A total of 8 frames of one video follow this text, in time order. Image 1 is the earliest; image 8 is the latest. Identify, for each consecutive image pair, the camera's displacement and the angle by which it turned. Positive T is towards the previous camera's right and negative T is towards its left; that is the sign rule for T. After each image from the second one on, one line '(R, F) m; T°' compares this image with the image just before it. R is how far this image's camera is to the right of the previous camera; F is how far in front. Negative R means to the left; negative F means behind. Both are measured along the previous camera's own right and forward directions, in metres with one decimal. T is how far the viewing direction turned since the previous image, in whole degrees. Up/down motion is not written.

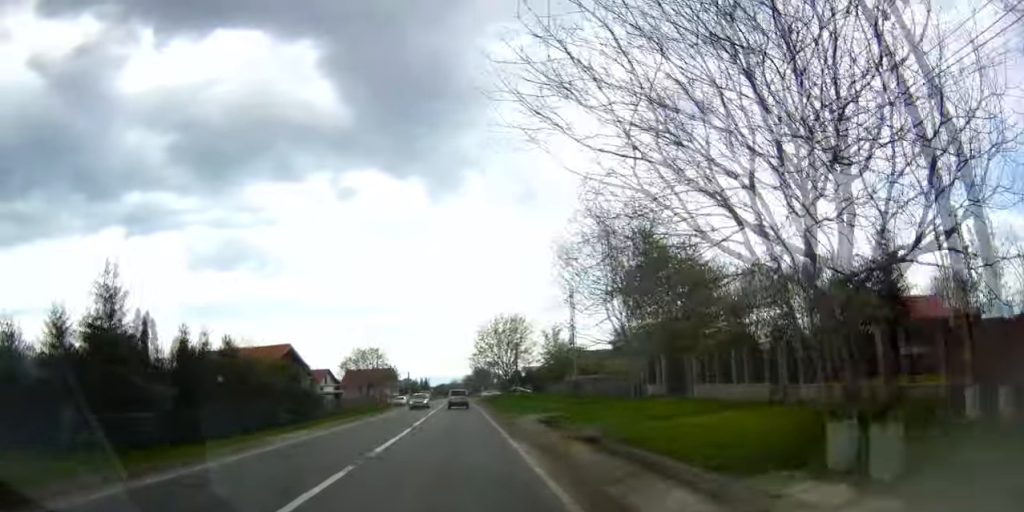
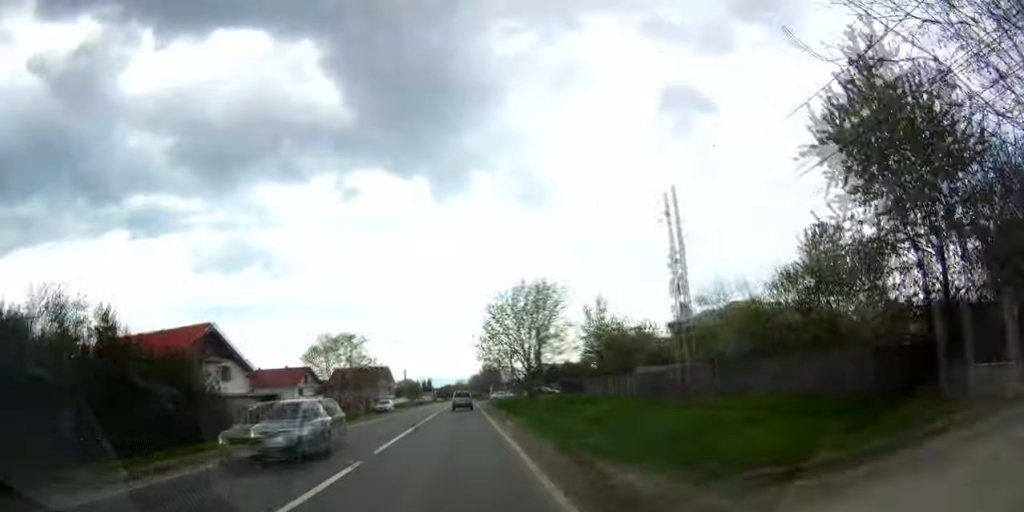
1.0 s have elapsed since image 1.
(-1.2, +22.2) m; -2°
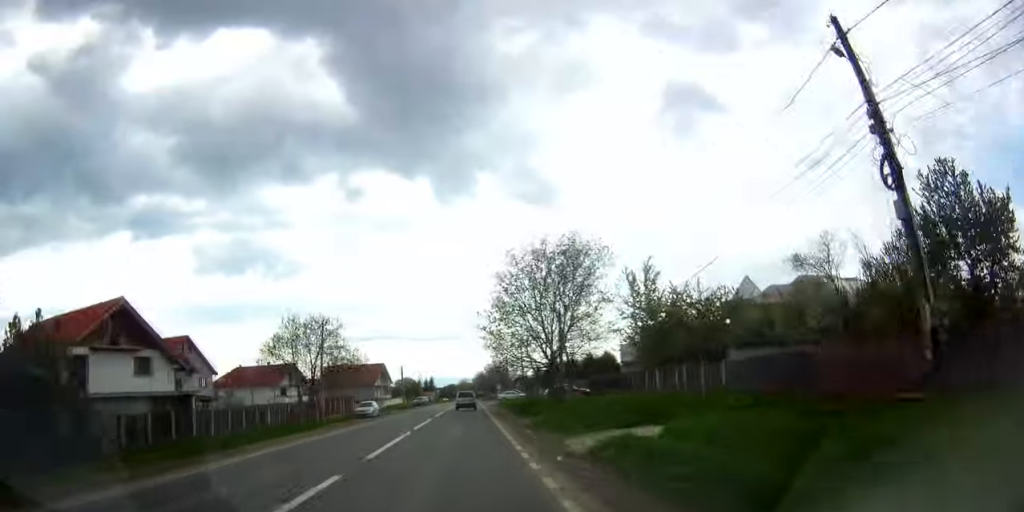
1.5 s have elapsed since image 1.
(+0.2, +13.2) m; 0°
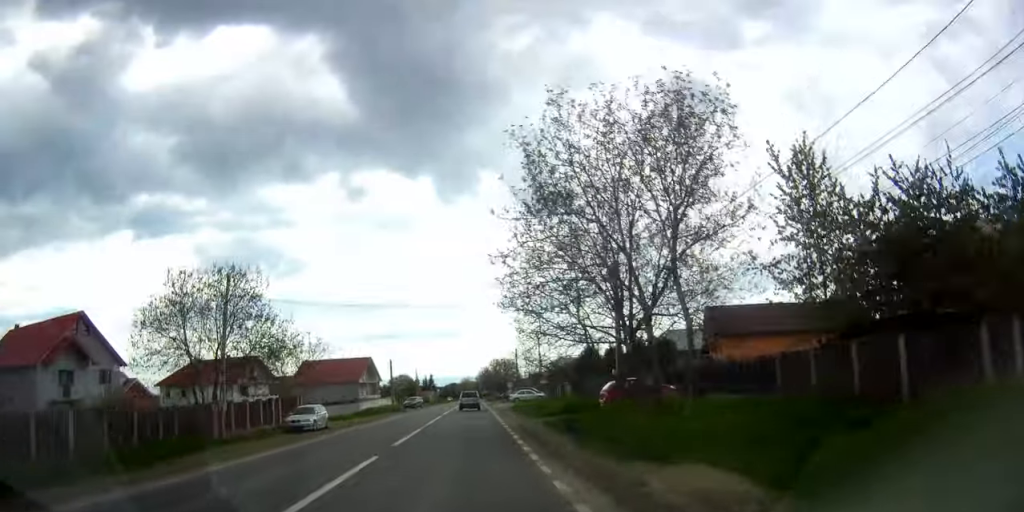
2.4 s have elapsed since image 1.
(+0.1, +20.0) m; -1°
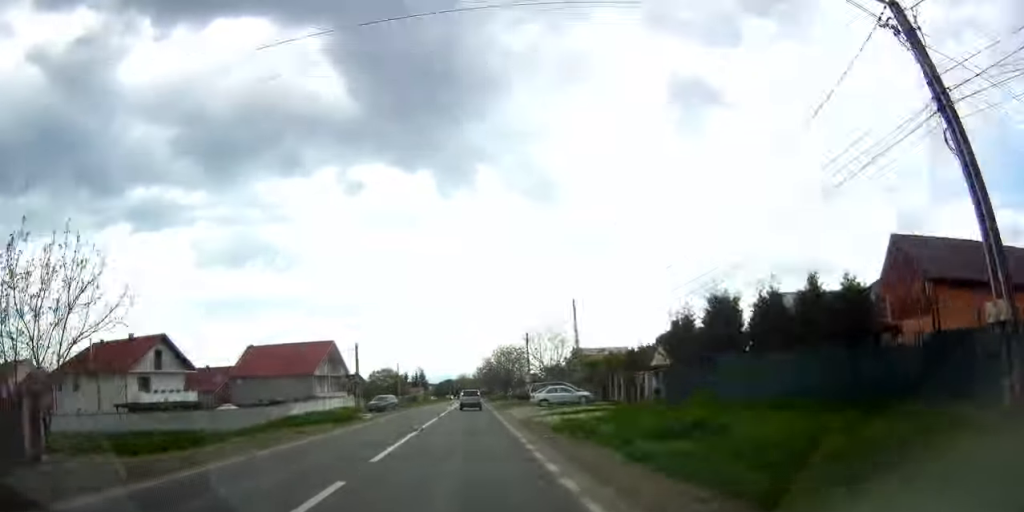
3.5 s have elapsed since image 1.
(-0.7, +27.3) m; -1°
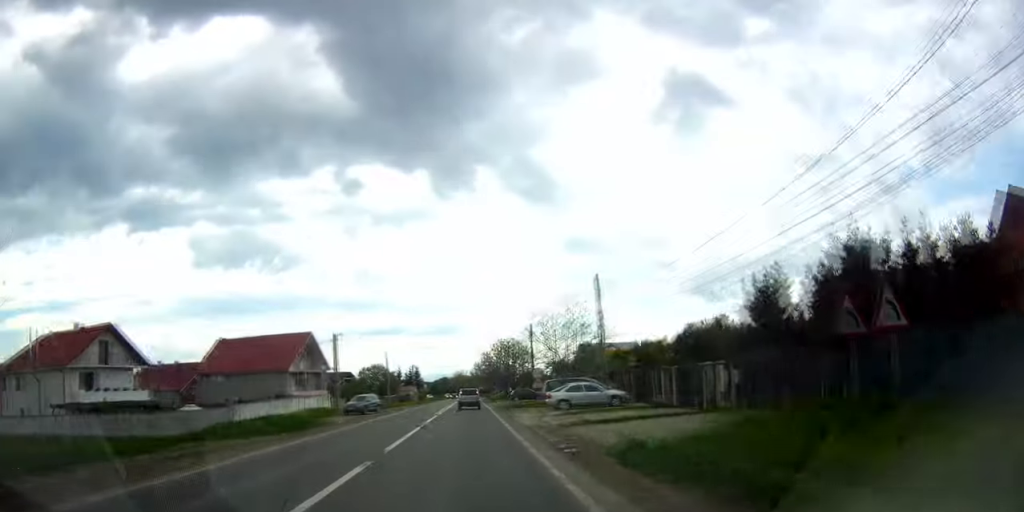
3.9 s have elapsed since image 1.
(0.0, +10.1) m; 0°
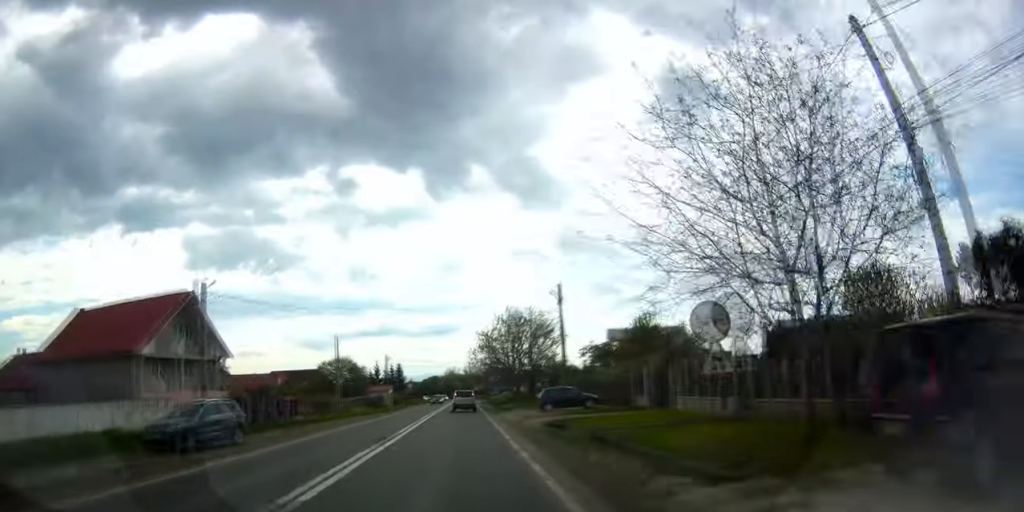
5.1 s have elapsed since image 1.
(0.0, +31.4) m; 0°
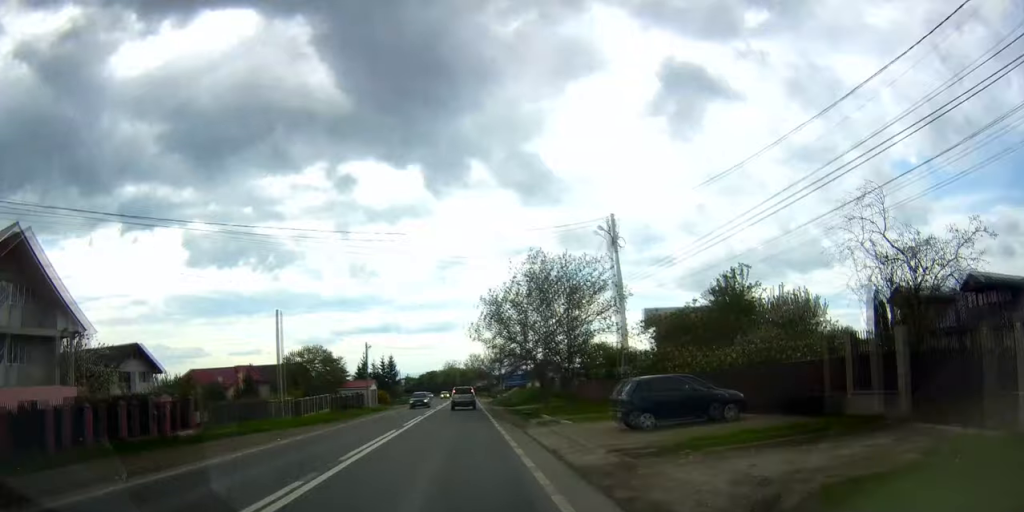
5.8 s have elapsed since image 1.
(0.0, +18.2) m; 0°
